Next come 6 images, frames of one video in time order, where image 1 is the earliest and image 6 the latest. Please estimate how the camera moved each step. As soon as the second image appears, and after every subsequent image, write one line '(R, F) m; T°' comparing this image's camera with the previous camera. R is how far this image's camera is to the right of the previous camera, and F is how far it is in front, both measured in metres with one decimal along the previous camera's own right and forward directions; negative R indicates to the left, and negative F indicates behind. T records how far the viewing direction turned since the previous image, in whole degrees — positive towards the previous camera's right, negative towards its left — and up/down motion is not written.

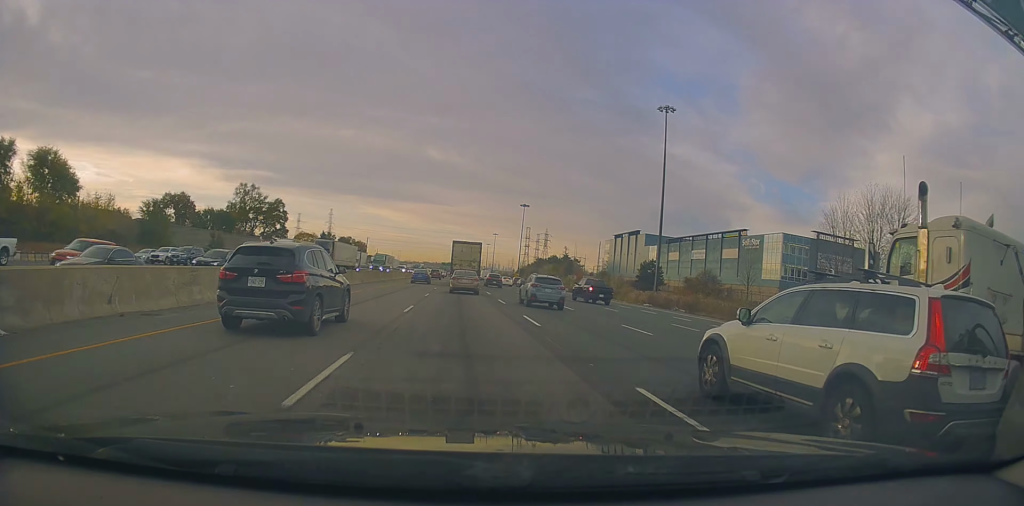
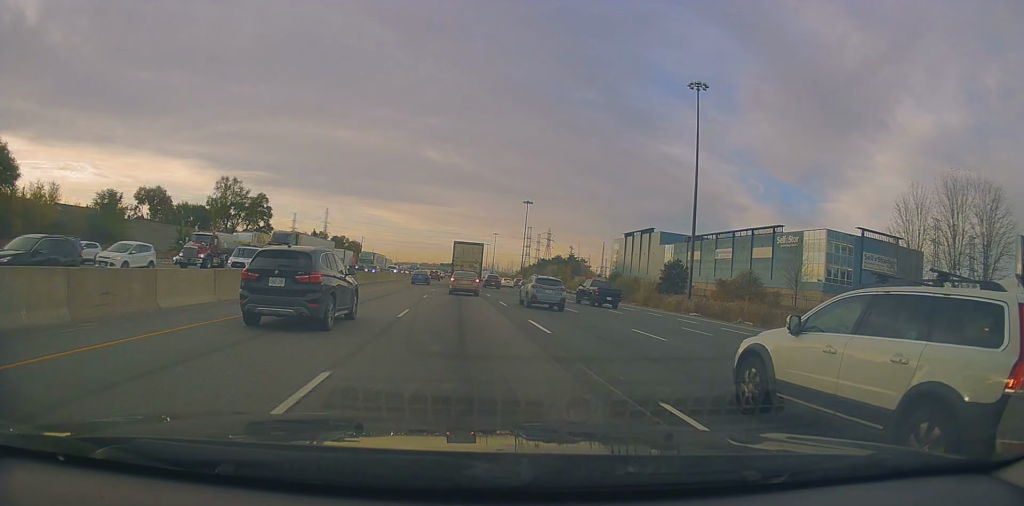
(0.0, +13.4) m; 0°
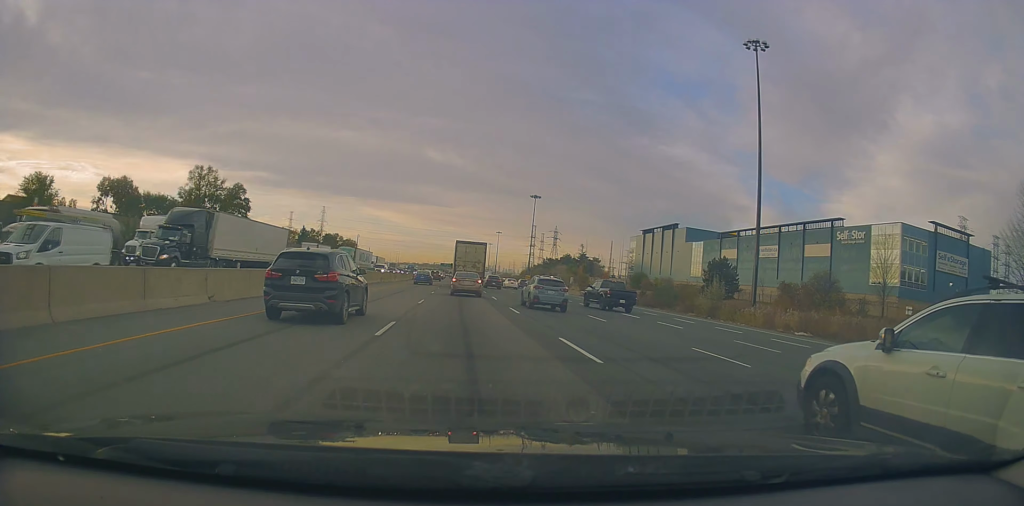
(0.0, +16.4) m; 0°
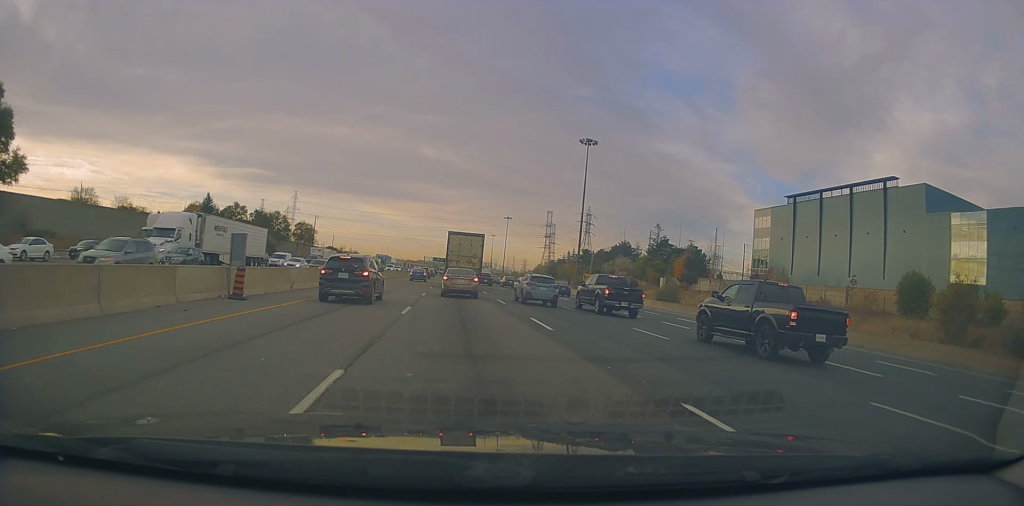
(-0.4, +78.7) m; 0°
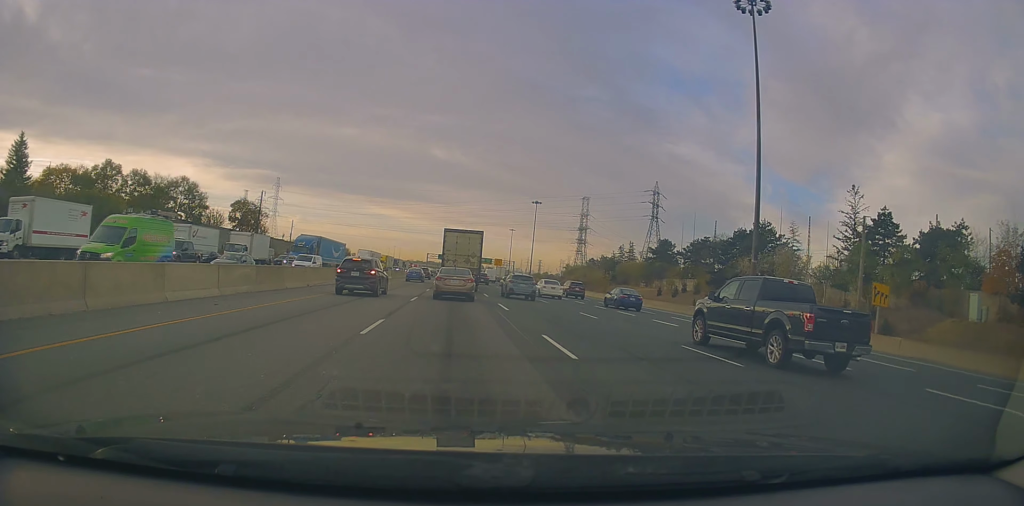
(+0.6, +66.7) m; 0°
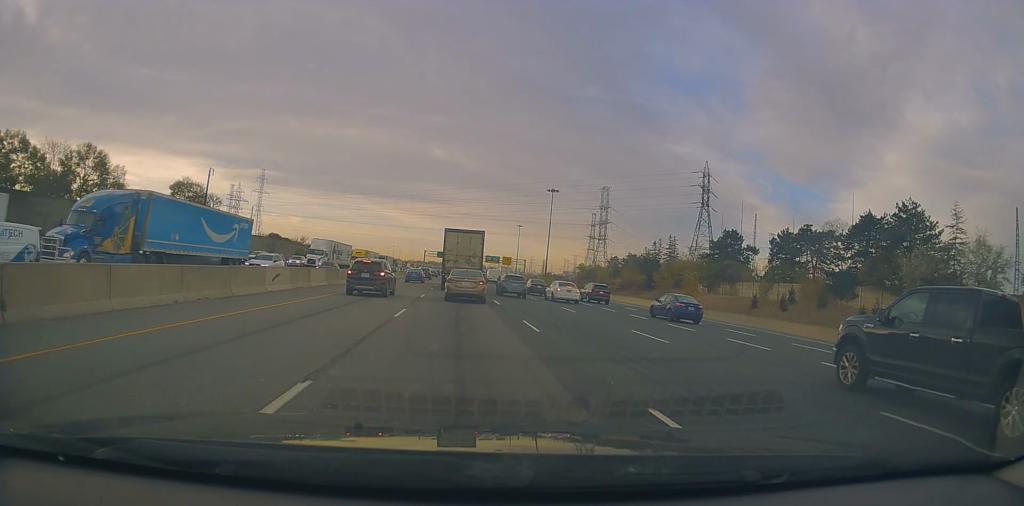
(-0.2, +31.6) m; -2°
